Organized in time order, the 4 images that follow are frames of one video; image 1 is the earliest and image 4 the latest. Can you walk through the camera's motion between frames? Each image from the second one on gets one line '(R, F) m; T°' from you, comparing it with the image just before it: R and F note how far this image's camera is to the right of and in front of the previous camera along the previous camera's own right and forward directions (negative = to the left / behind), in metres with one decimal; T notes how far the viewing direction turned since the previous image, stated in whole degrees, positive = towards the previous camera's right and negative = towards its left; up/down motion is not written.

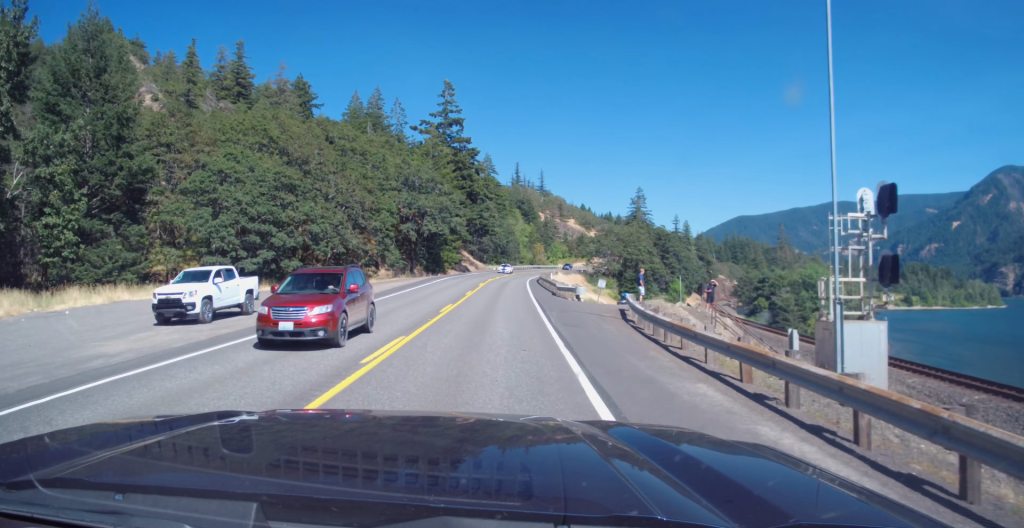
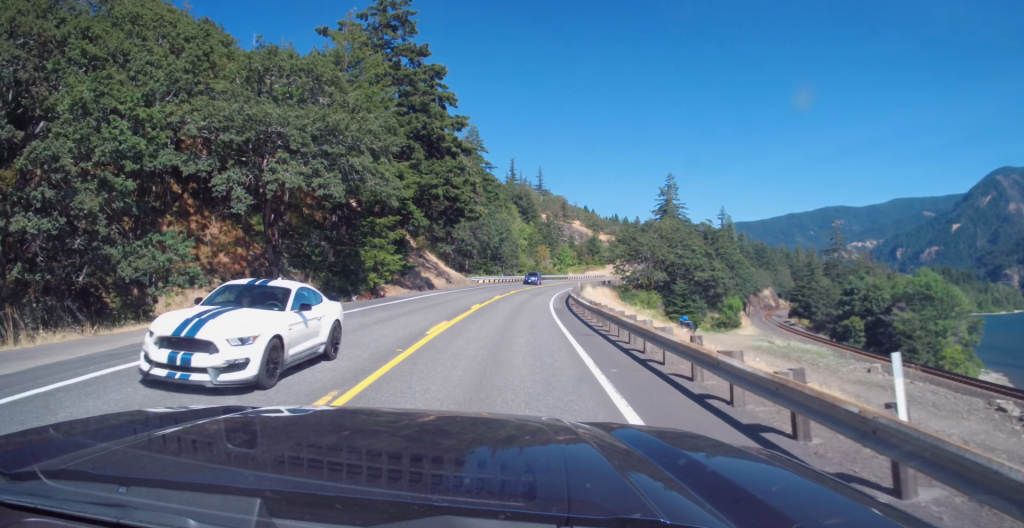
(-0.2, +43.4) m; +2°
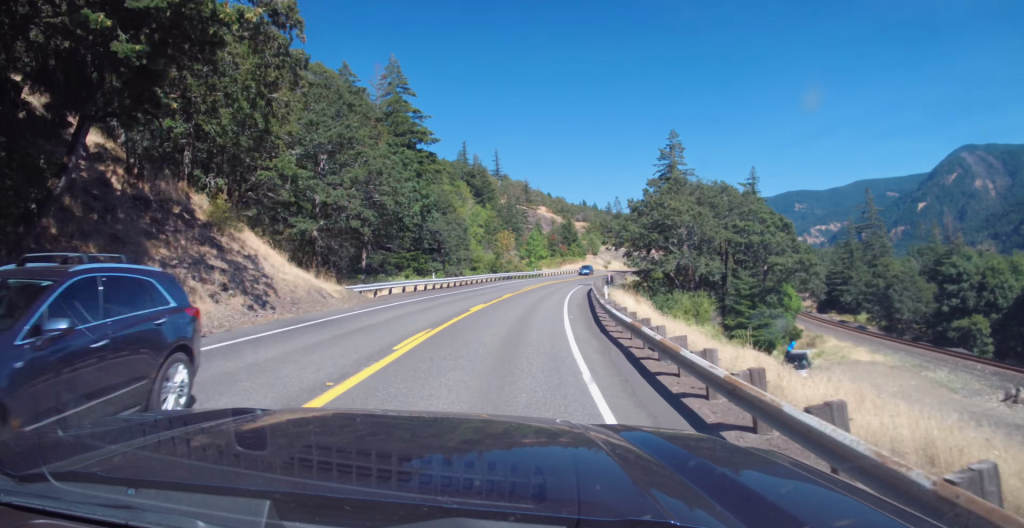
(+1.7, +39.3) m; +4°
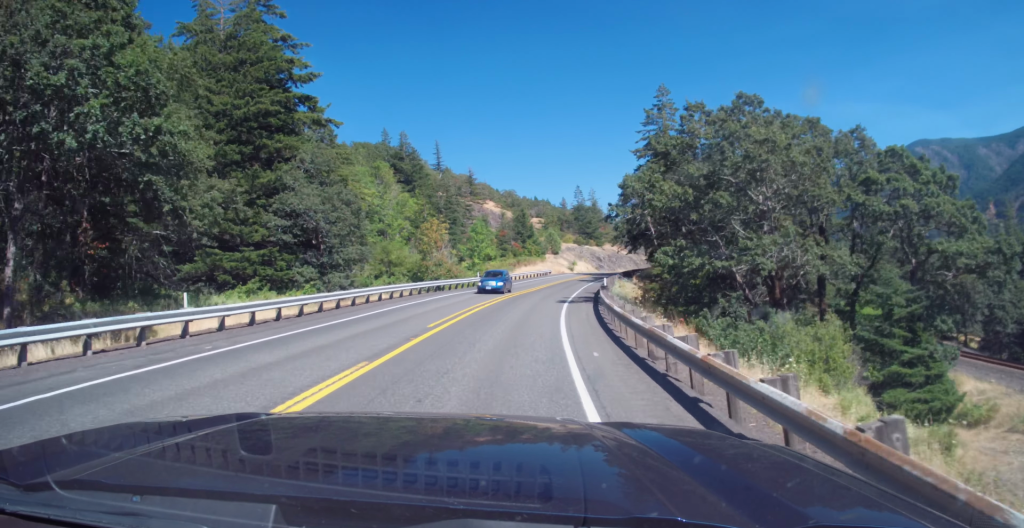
(+0.3, +29.4) m; +3°
